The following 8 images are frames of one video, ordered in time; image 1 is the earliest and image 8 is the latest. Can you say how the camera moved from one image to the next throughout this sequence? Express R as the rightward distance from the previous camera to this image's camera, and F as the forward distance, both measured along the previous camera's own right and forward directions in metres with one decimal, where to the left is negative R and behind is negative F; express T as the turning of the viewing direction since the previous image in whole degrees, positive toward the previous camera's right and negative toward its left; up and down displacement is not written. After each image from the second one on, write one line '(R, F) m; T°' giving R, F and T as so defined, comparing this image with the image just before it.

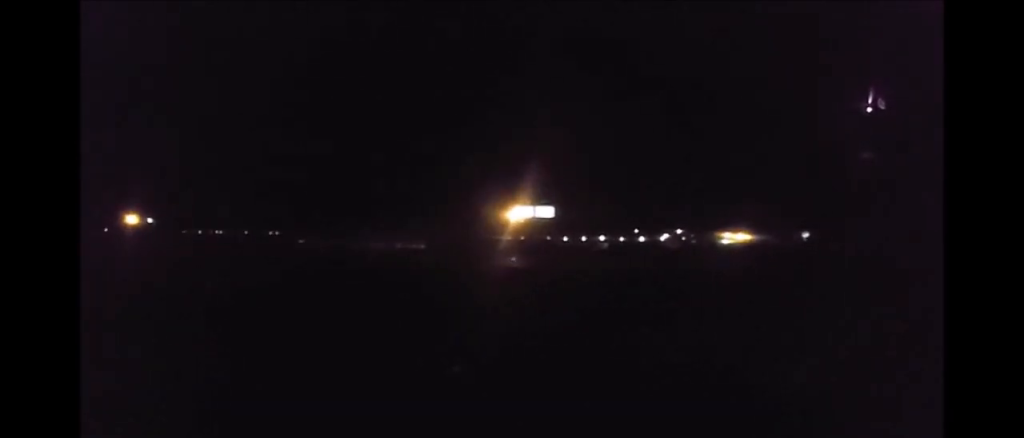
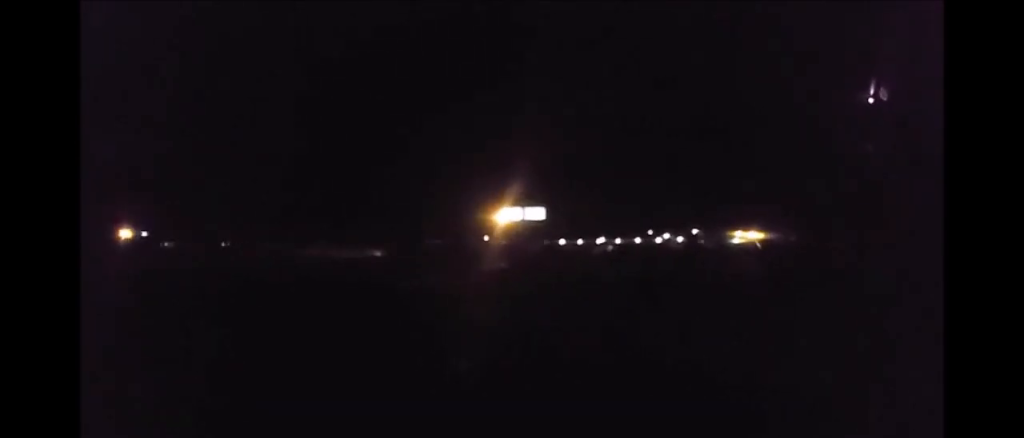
(+0.2, +21.8) m; -1°
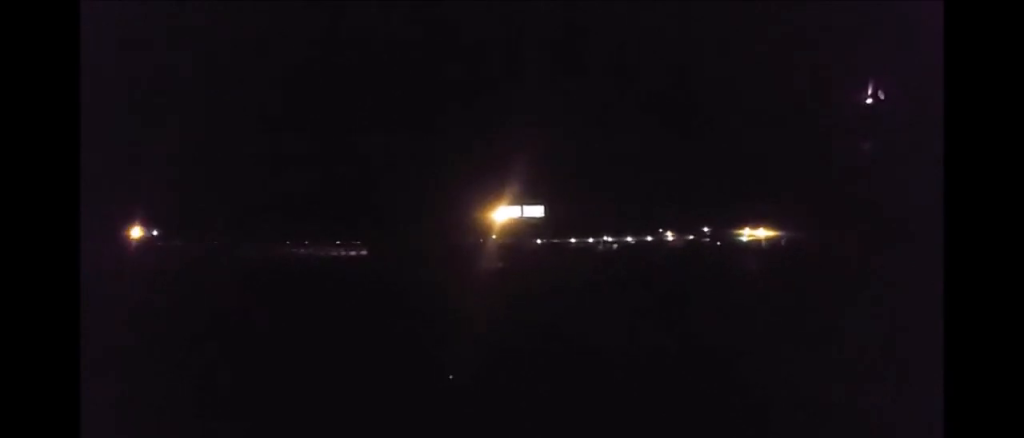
(-0.3, +10.3) m; -3°
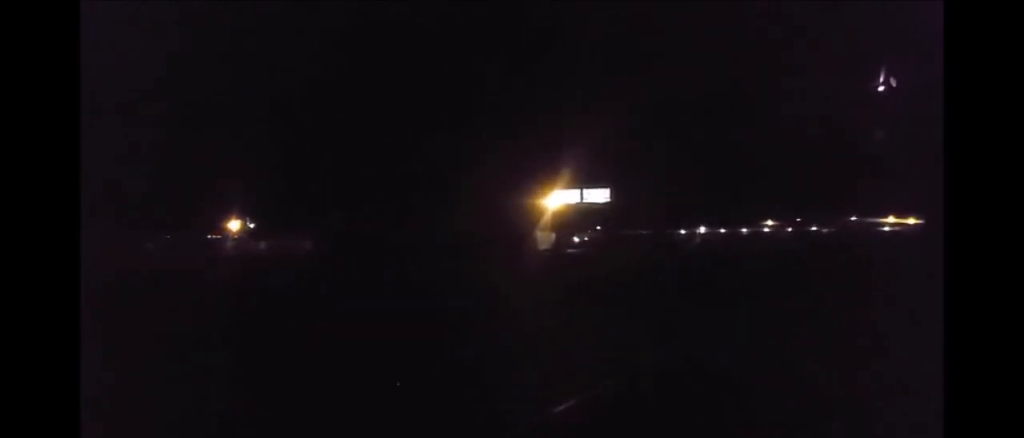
(-5.0, +45.1) m; -11°
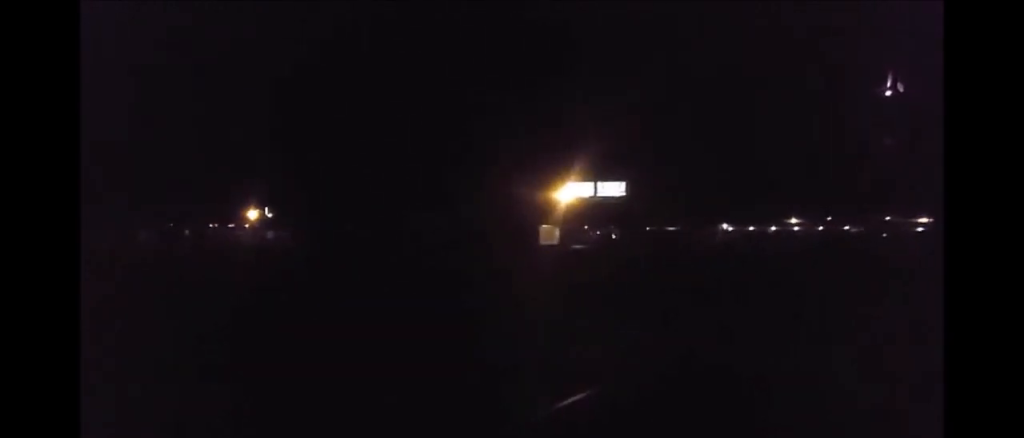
(-0.2, +7.7) m; -2°
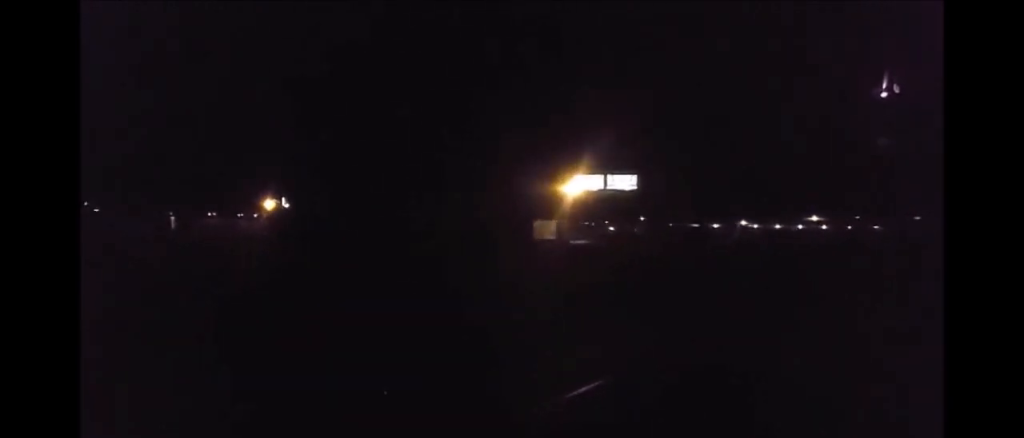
(+0.1, +8.3) m; -2°
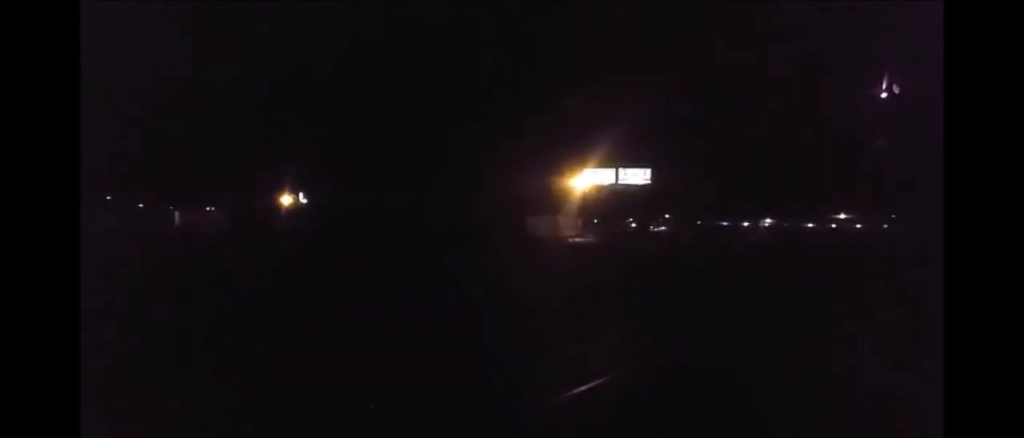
(-0.5, +9.1) m; -3°
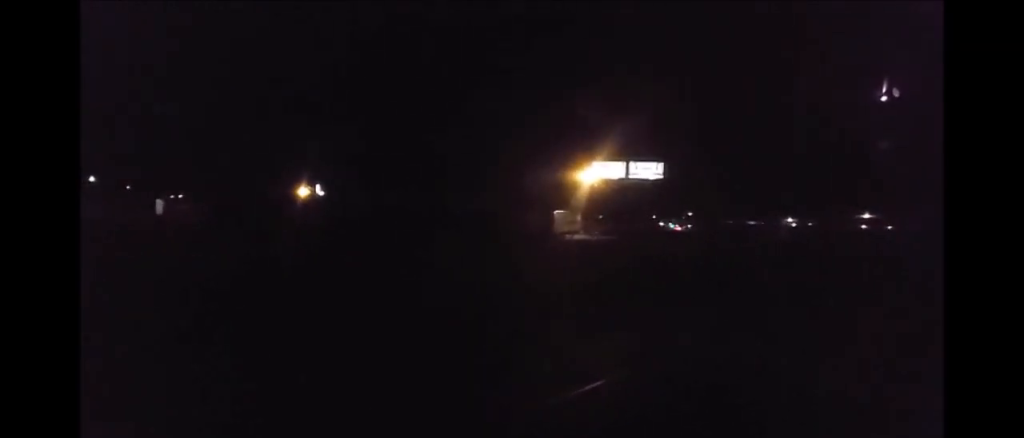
(0.0, +7.5) m; -2°
